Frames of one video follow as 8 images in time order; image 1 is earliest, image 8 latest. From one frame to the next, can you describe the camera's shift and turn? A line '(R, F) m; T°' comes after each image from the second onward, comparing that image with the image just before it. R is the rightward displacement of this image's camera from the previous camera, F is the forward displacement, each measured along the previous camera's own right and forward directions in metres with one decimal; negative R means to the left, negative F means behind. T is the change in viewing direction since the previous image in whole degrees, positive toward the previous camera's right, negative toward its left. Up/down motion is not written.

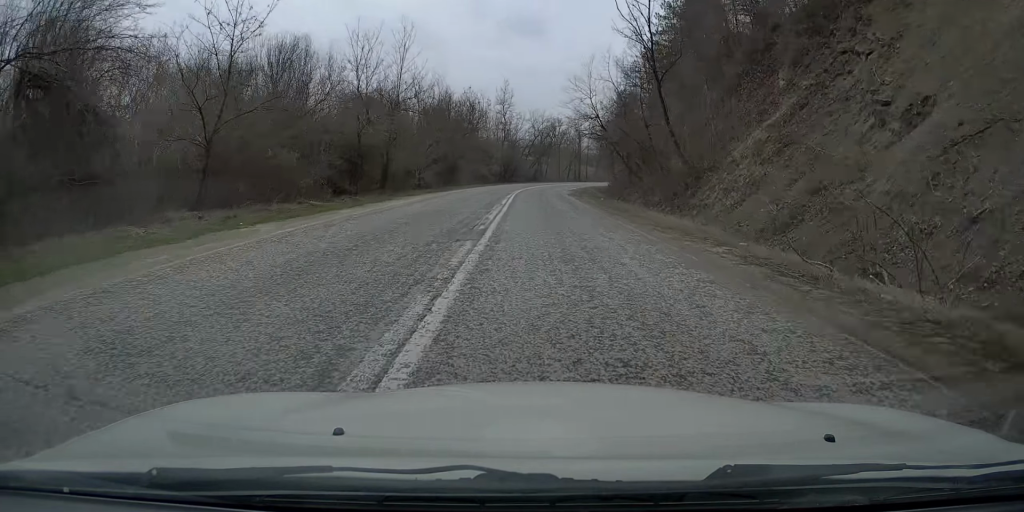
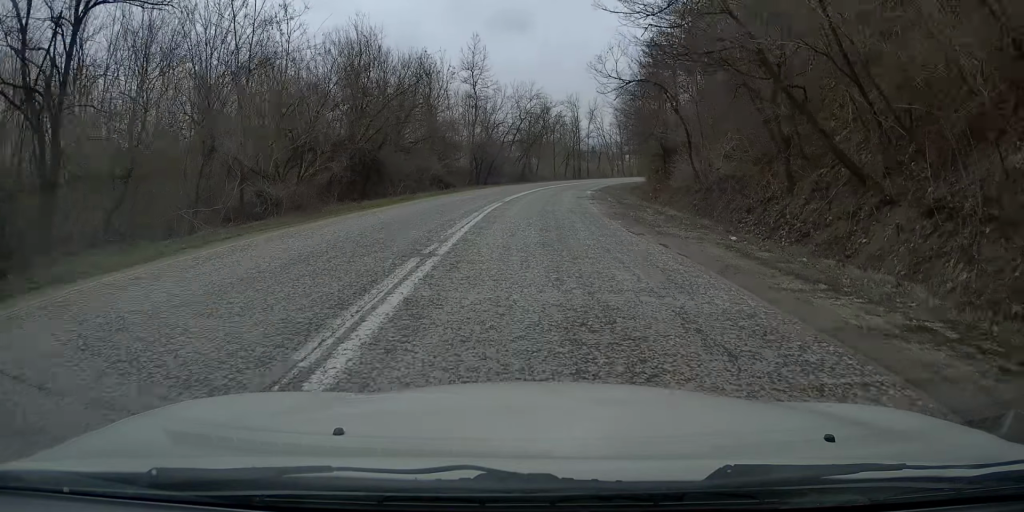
(+0.3, +30.9) m; +1°
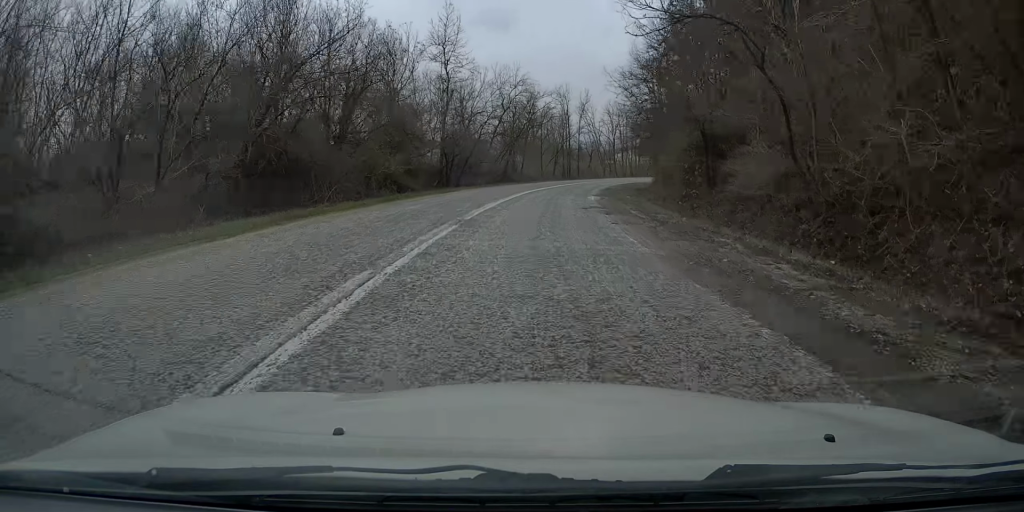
(0.0, +11.9) m; +1°
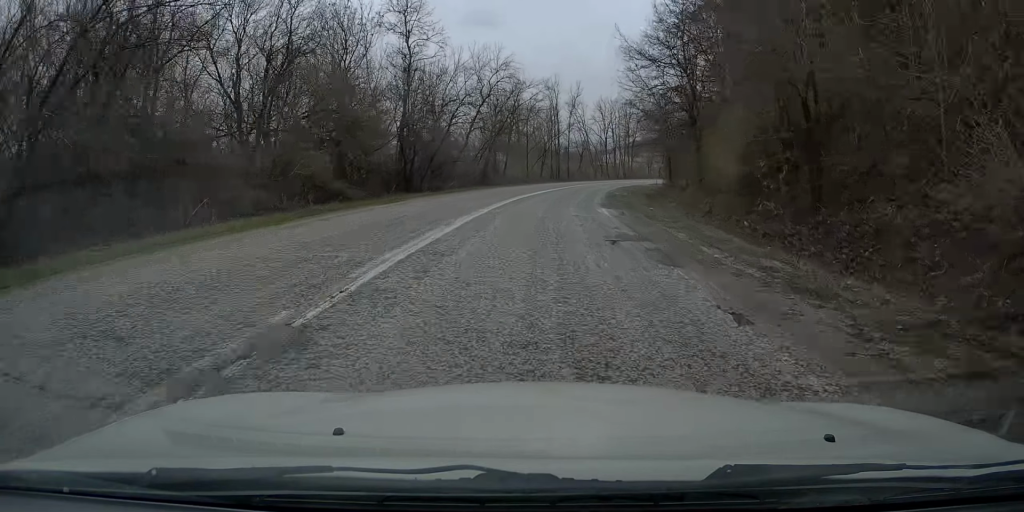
(0.0, +11.2) m; +1°
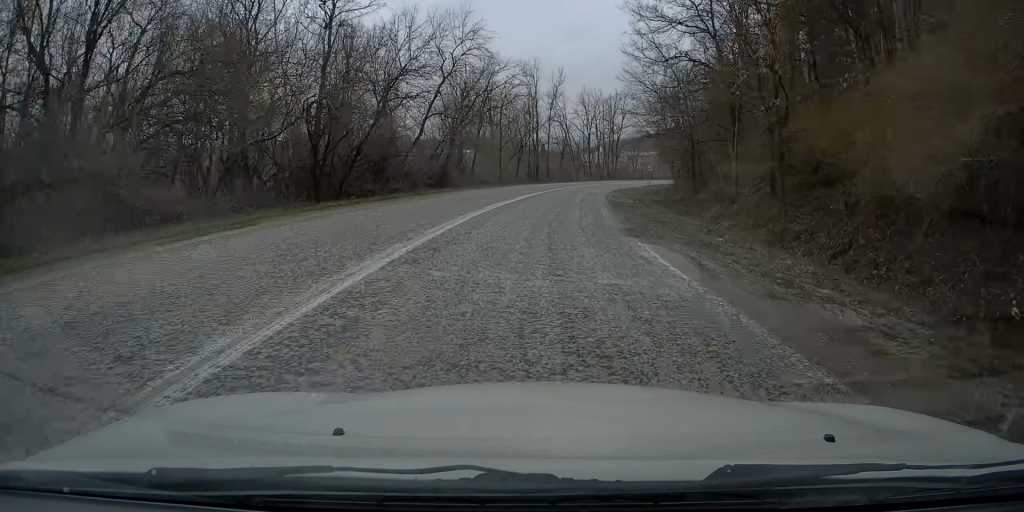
(+0.3, +12.5) m; +1°
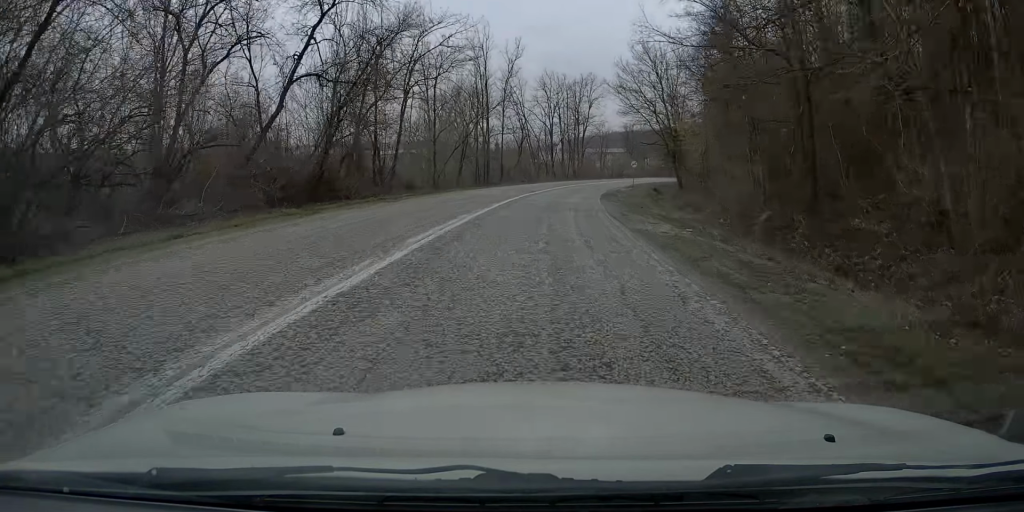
(+0.3, +18.8) m; +3°
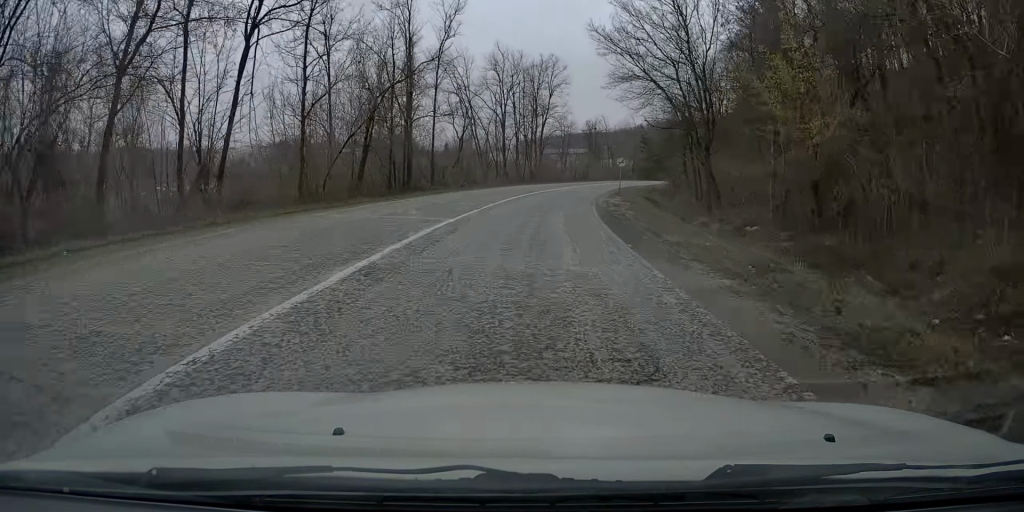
(+0.6, +19.7) m; +4°
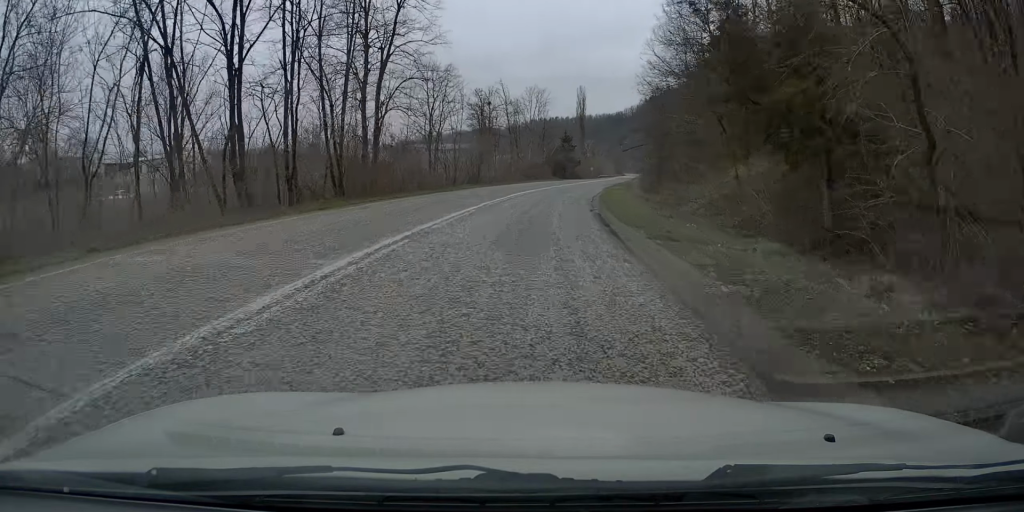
(+4.2, +50.6) m; +10°
